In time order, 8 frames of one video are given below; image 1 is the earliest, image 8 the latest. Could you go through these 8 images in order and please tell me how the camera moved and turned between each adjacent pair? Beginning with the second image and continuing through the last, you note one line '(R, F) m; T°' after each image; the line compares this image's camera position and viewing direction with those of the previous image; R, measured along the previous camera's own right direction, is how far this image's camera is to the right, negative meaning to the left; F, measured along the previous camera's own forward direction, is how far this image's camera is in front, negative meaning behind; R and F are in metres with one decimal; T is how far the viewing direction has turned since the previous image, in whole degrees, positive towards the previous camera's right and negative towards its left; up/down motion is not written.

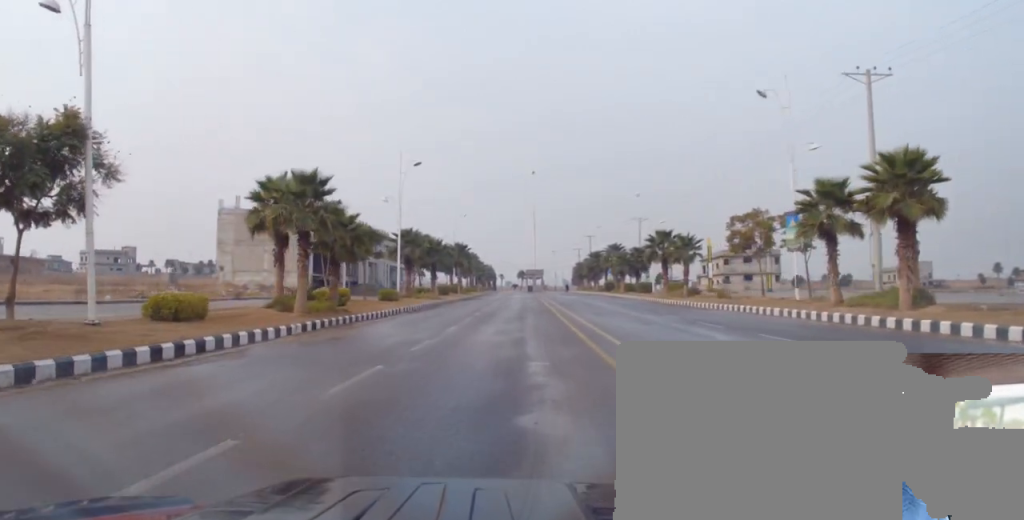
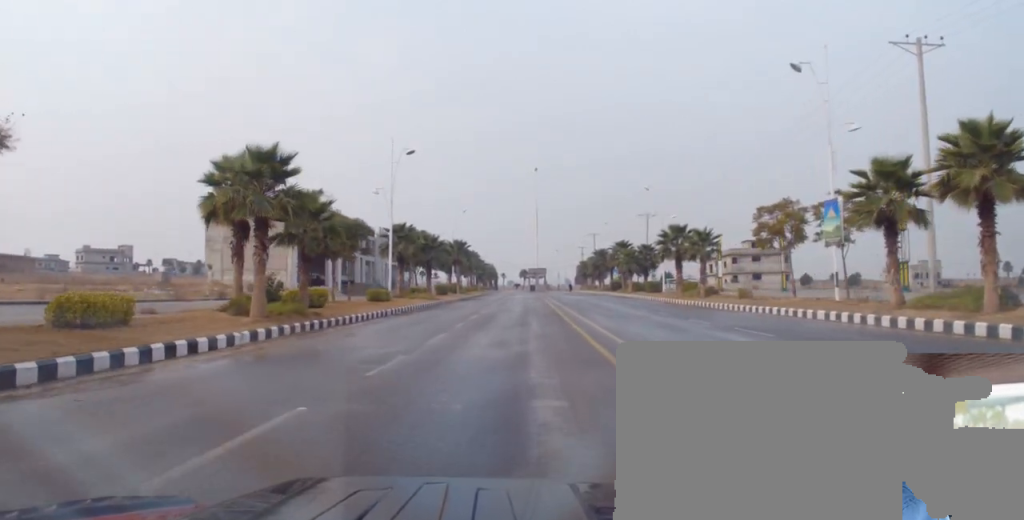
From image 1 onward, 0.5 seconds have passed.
(-0.1, +4.2) m; 0°
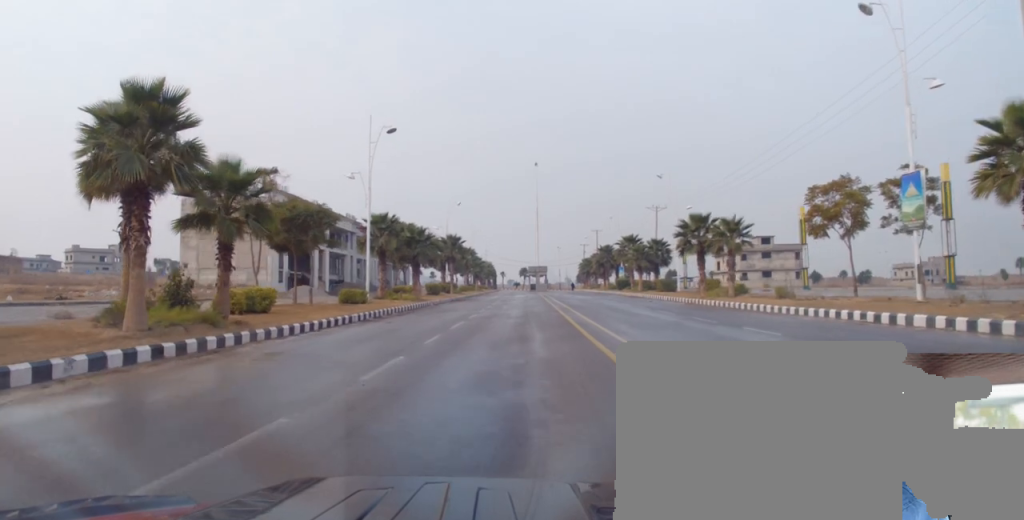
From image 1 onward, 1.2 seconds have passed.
(-0.1, +6.6) m; -1°
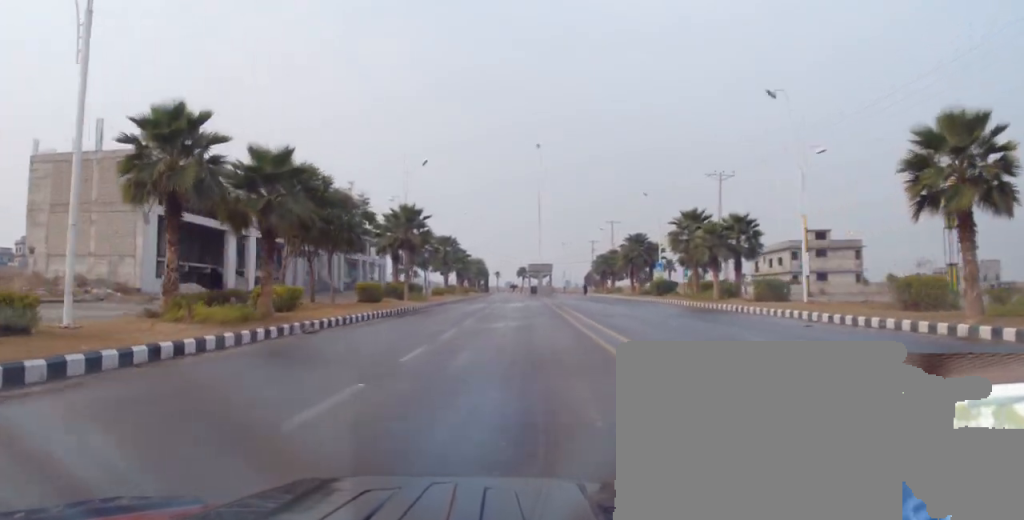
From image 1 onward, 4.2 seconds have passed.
(-0.9, +27.7) m; +1°
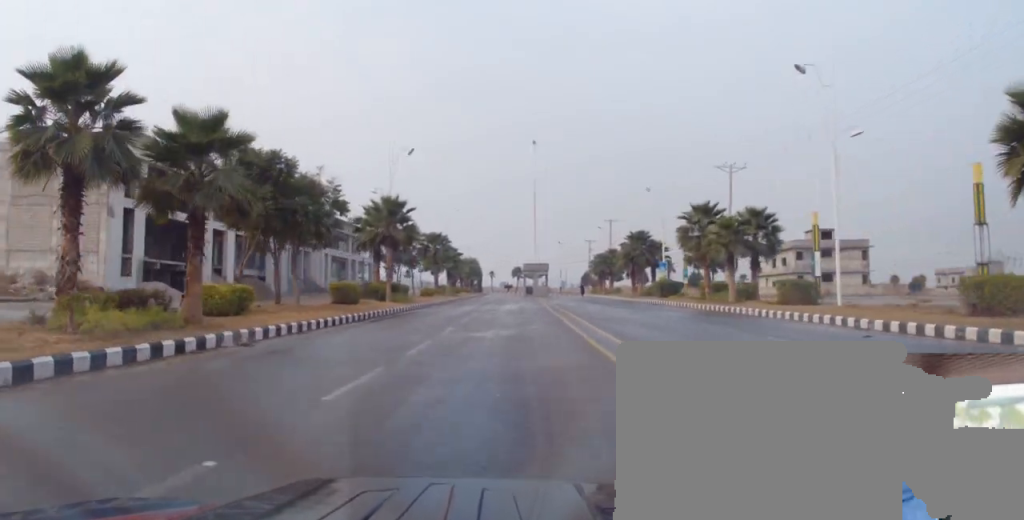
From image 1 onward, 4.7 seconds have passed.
(+0.1, +4.5) m; -2°
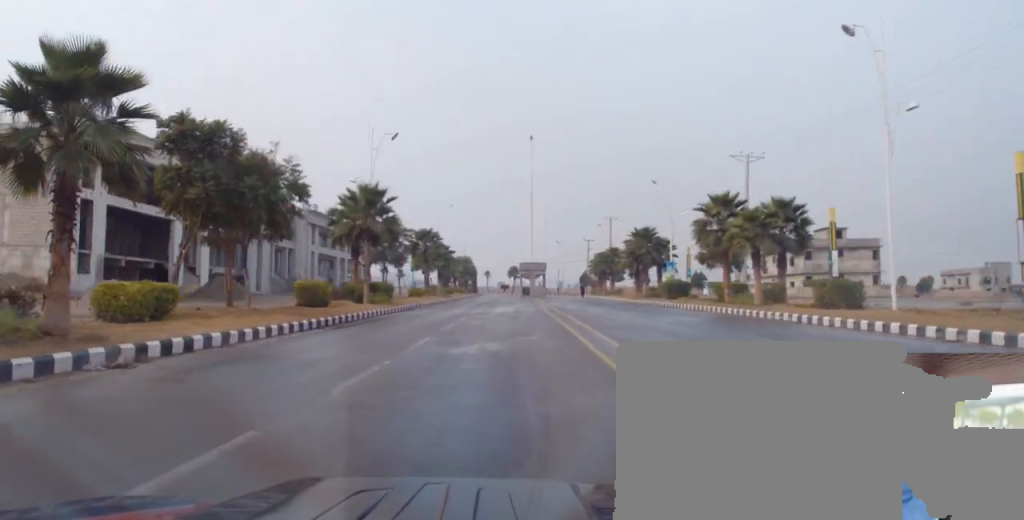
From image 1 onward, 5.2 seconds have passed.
(-0.1, +4.8) m; -1°
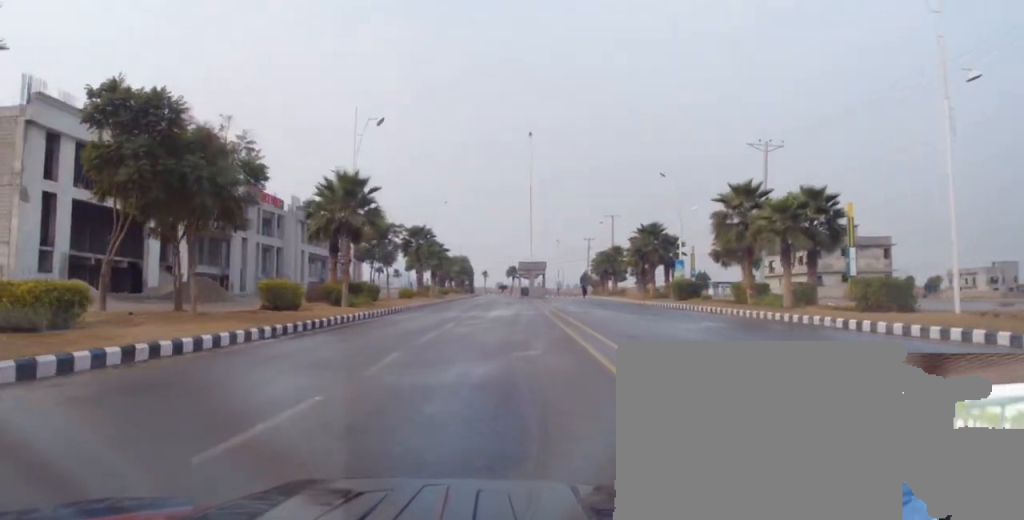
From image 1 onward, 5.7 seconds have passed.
(-0.3, +4.1) m; 0°
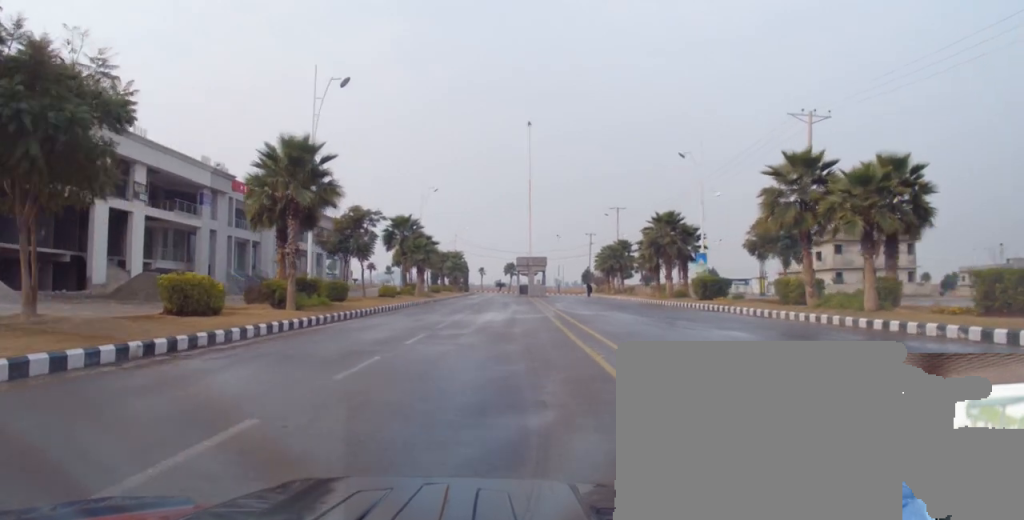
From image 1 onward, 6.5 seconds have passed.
(+0.1, +7.4) m; +1°
